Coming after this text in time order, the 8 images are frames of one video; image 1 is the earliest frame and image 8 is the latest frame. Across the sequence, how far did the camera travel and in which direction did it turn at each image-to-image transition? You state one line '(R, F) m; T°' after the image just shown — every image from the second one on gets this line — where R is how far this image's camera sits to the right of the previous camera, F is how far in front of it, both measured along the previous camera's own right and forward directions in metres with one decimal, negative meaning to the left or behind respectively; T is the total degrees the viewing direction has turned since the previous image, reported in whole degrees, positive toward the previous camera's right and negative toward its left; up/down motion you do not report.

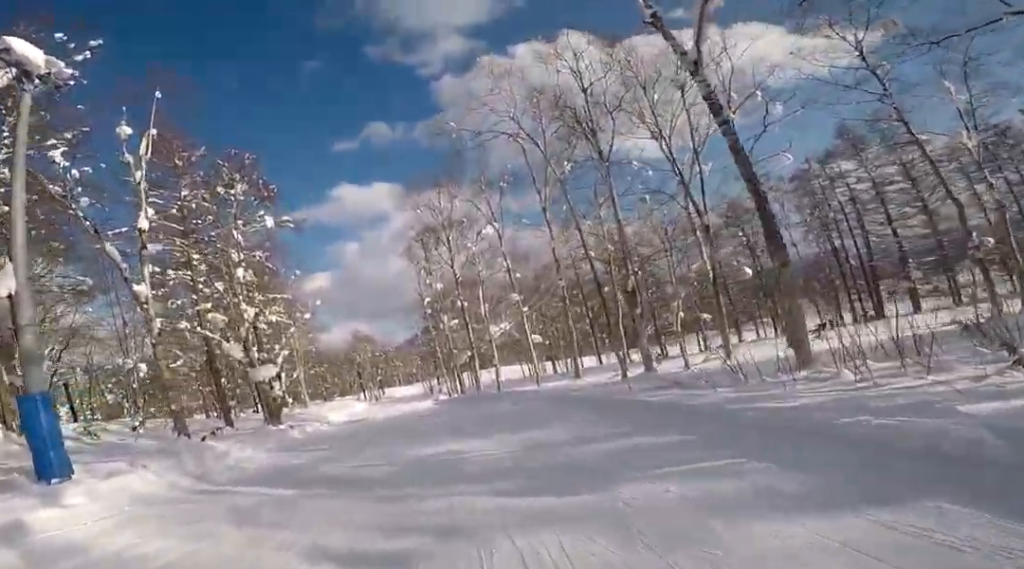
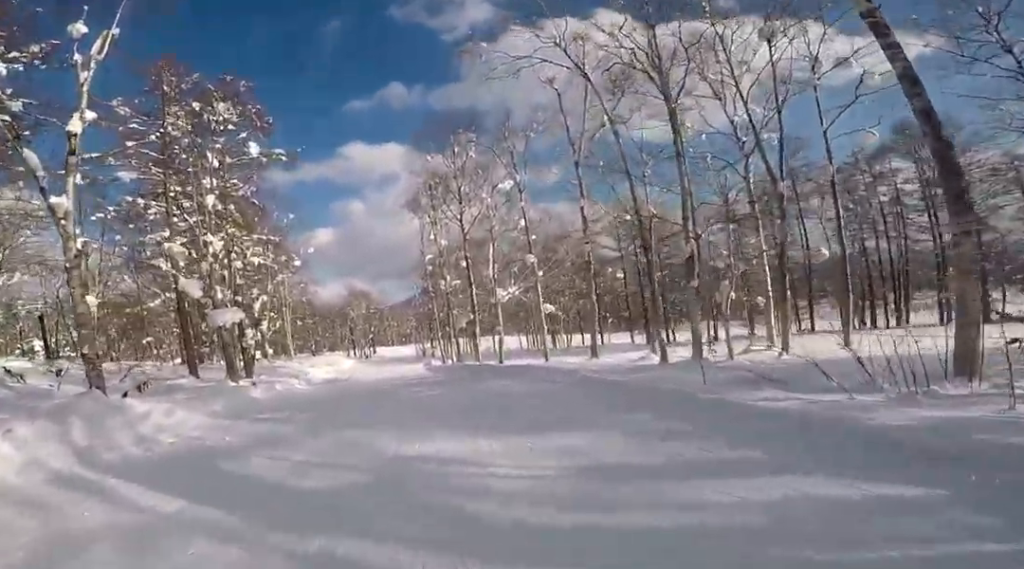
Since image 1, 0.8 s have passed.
(0.0, +3.5) m; 0°
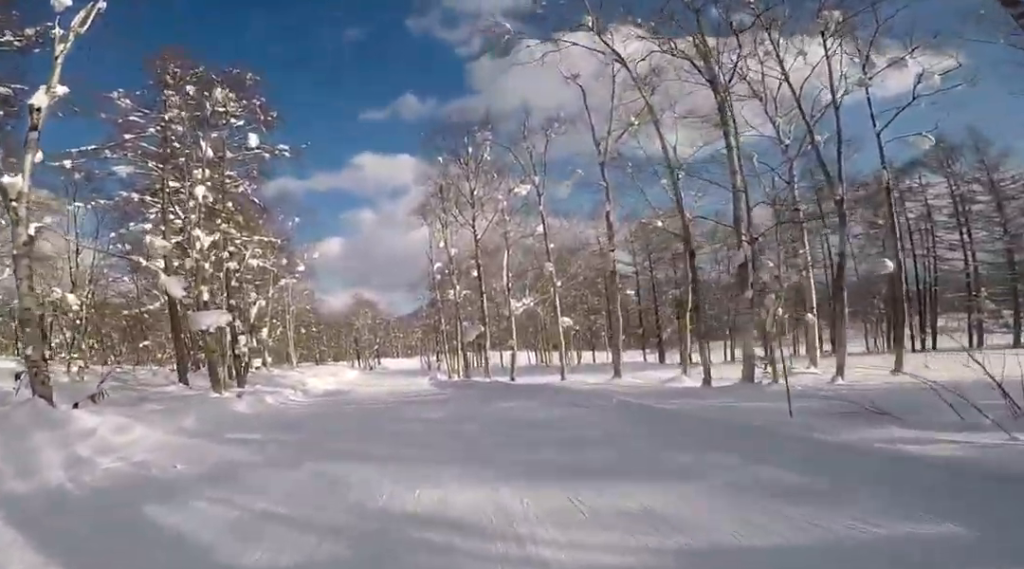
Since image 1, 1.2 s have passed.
(0.0, +1.9) m; 0°
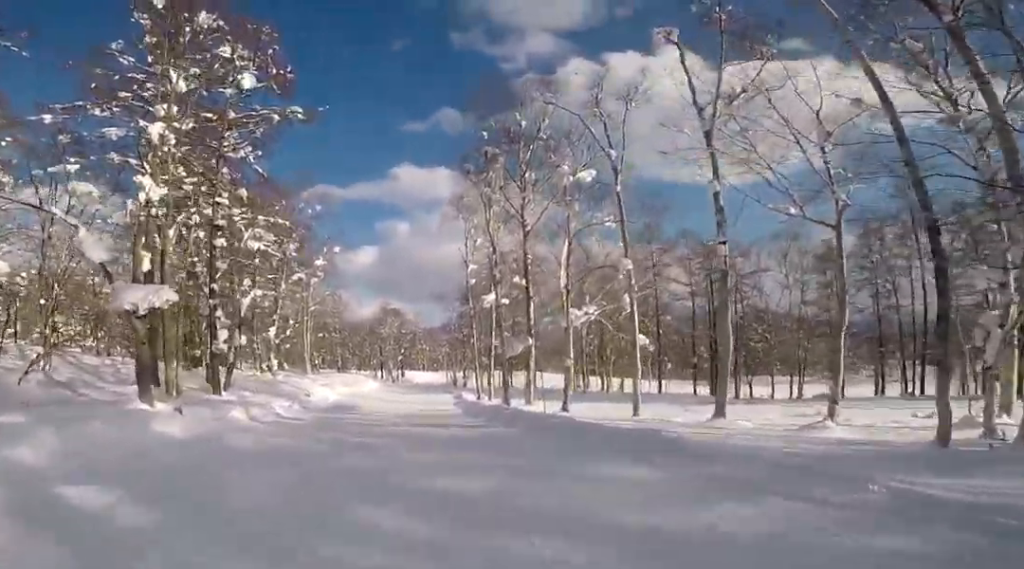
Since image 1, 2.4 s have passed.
(0.0, +5.5) m; 0°
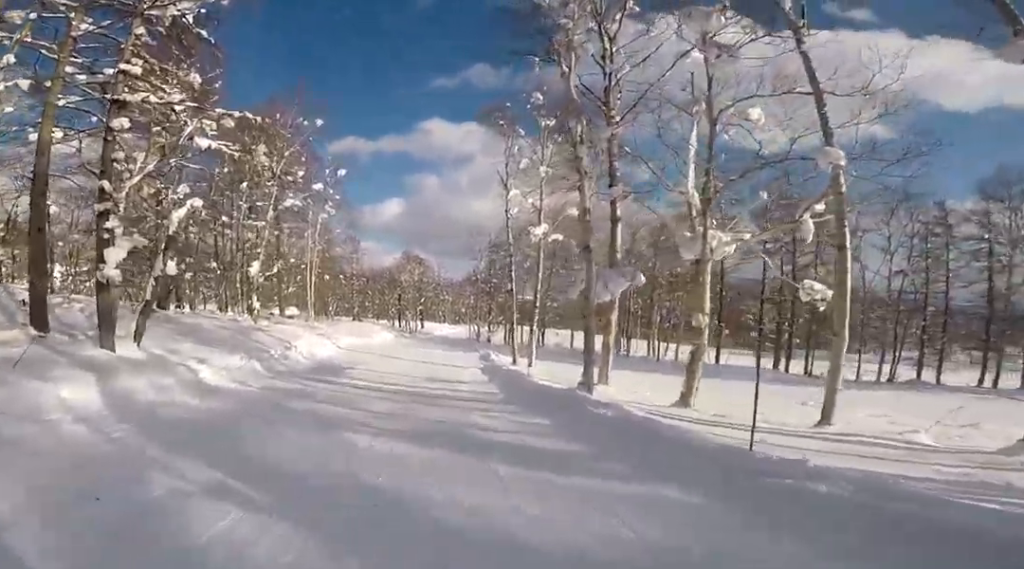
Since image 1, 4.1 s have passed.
(0.0, +8.4) m; 0°
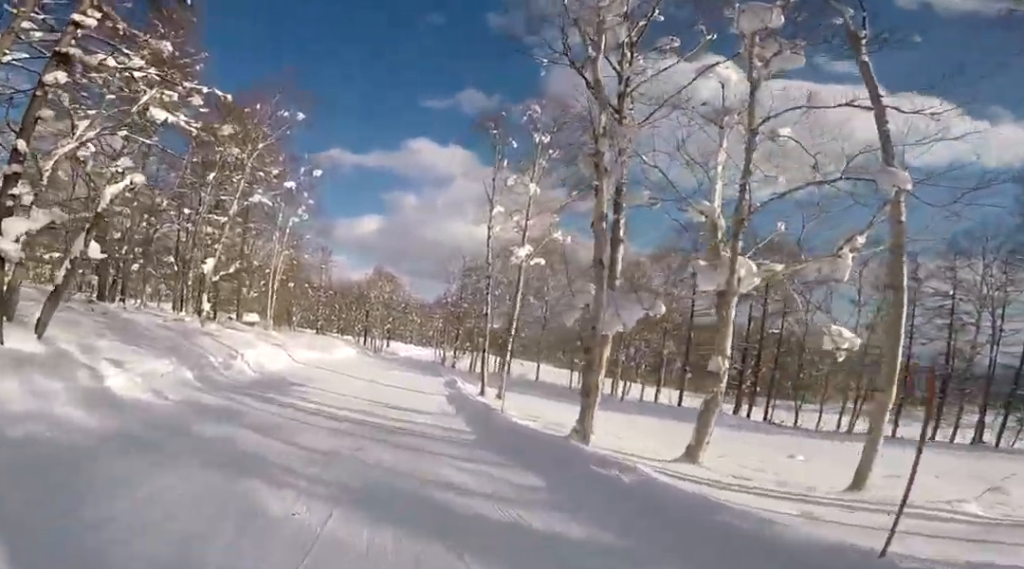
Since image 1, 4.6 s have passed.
(0.0, +2.3) m; -2°
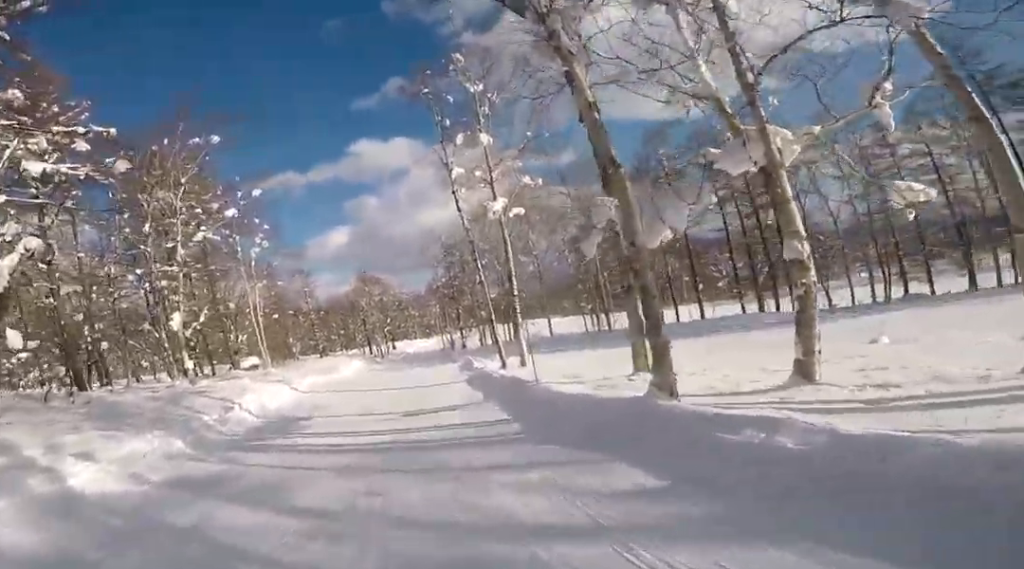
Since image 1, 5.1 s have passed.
(+0.1, +2.3) m; -2°
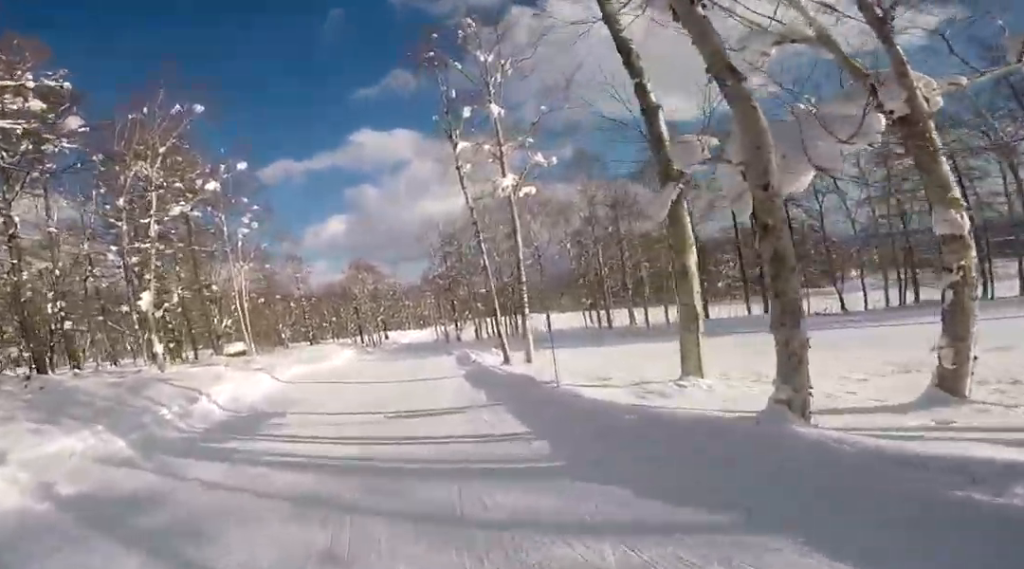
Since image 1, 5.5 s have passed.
(-0.1, +2.3) m; -6°
